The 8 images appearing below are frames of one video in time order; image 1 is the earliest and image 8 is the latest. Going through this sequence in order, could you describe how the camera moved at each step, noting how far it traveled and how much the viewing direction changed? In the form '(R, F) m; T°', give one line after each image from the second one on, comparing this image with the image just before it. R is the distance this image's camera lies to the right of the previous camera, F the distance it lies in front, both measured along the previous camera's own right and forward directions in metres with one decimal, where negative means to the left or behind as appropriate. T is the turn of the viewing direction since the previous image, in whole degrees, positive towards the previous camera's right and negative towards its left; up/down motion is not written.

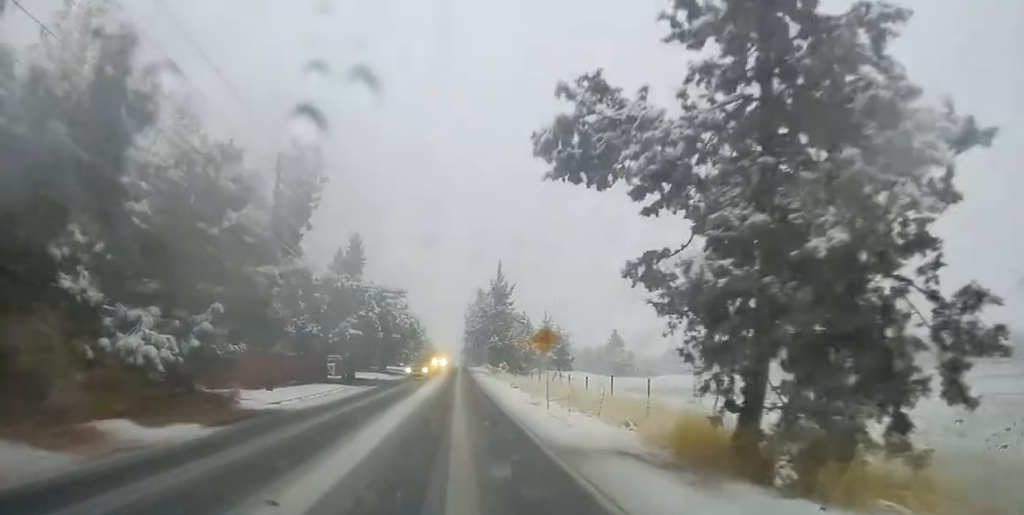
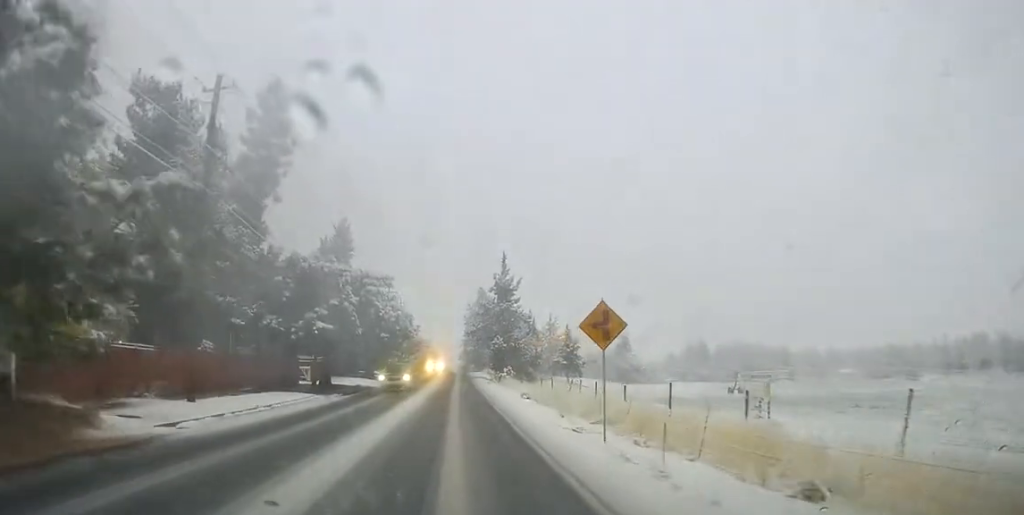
(-0.1, +9.6) m; -1°
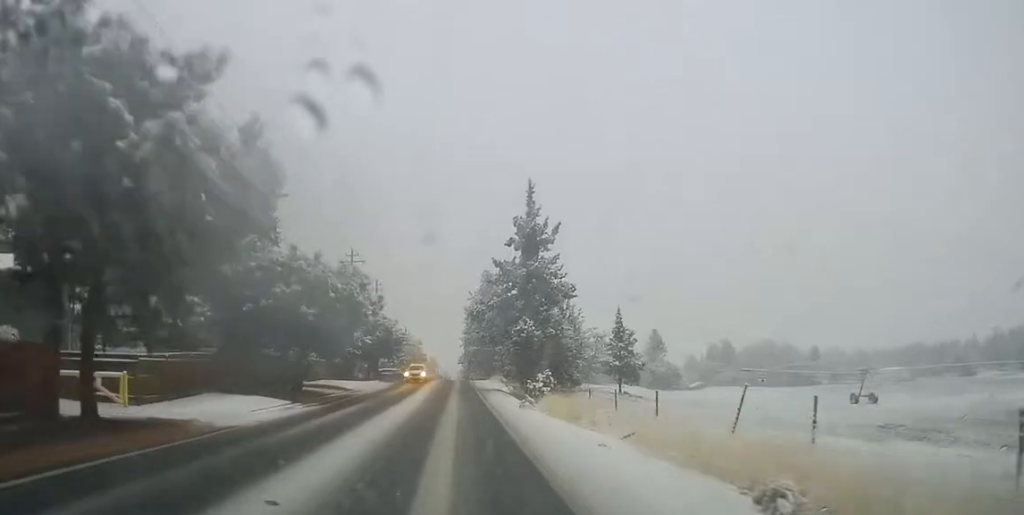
(0.0, +29.7) m; 0°
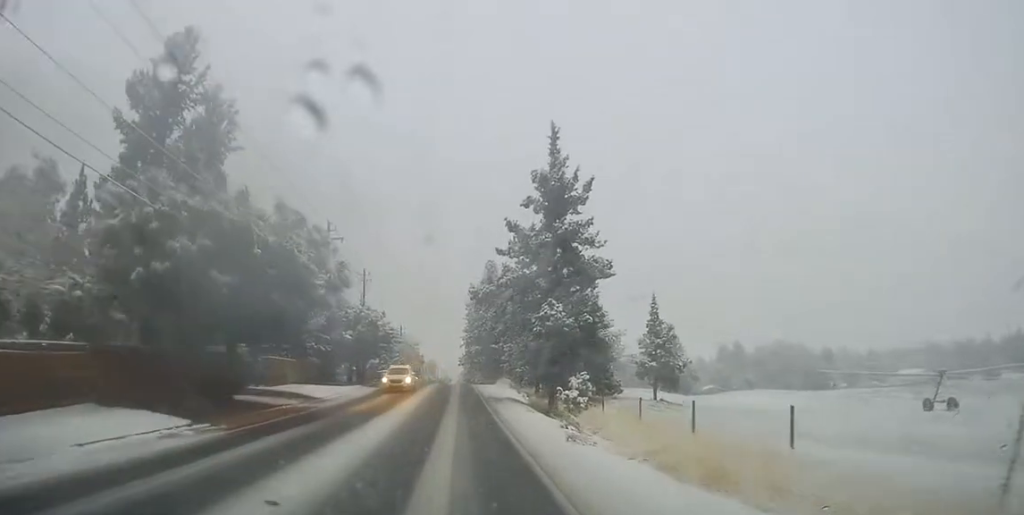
(0.0, +11.0) m; 0°
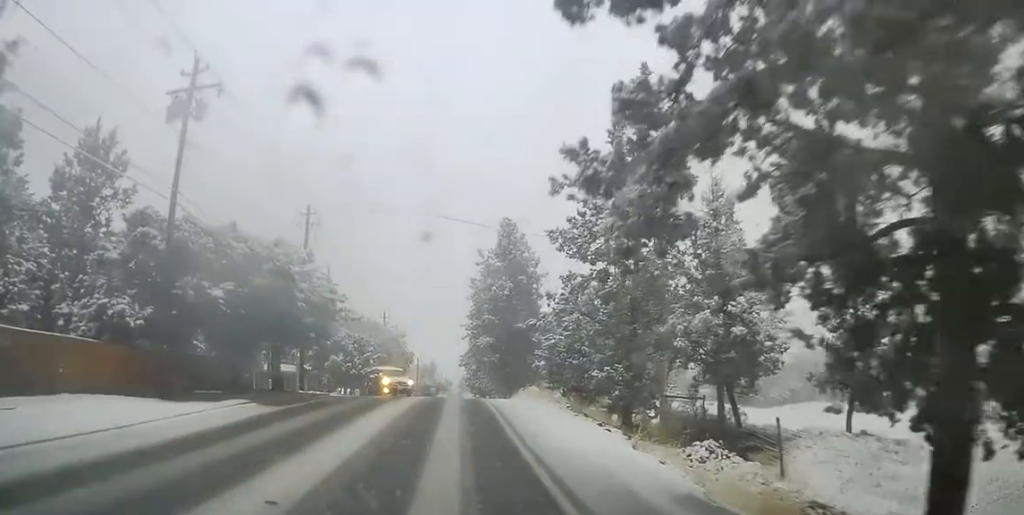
(0.0, +27.2) m; 0°
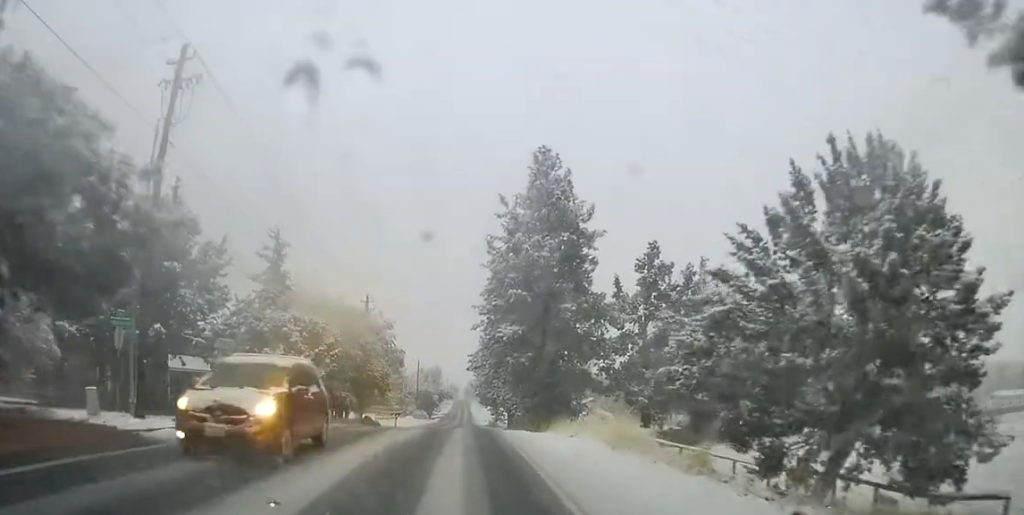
(0.0, +23.0) m; 0°
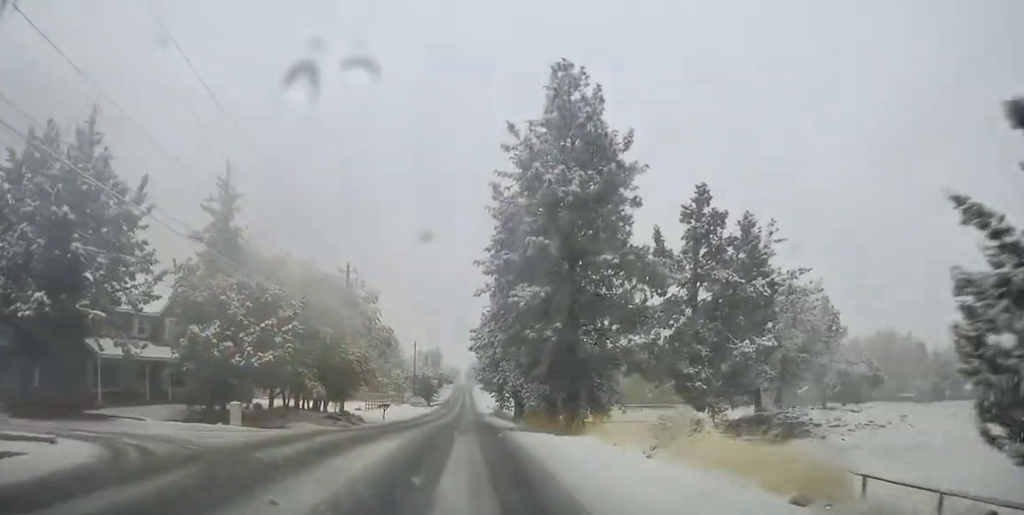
(0.0, +10.4) m; 0°
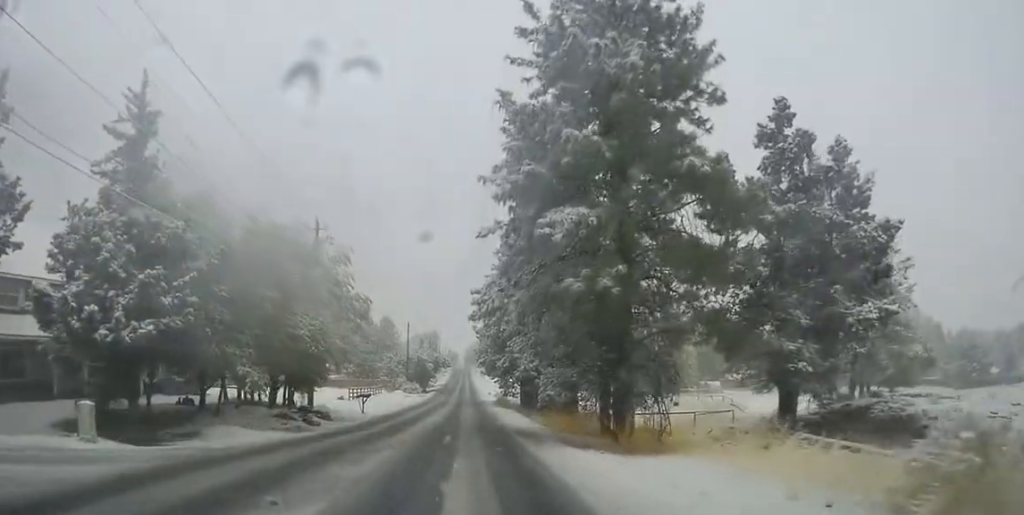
(0.0, +10.5) m; 0°
